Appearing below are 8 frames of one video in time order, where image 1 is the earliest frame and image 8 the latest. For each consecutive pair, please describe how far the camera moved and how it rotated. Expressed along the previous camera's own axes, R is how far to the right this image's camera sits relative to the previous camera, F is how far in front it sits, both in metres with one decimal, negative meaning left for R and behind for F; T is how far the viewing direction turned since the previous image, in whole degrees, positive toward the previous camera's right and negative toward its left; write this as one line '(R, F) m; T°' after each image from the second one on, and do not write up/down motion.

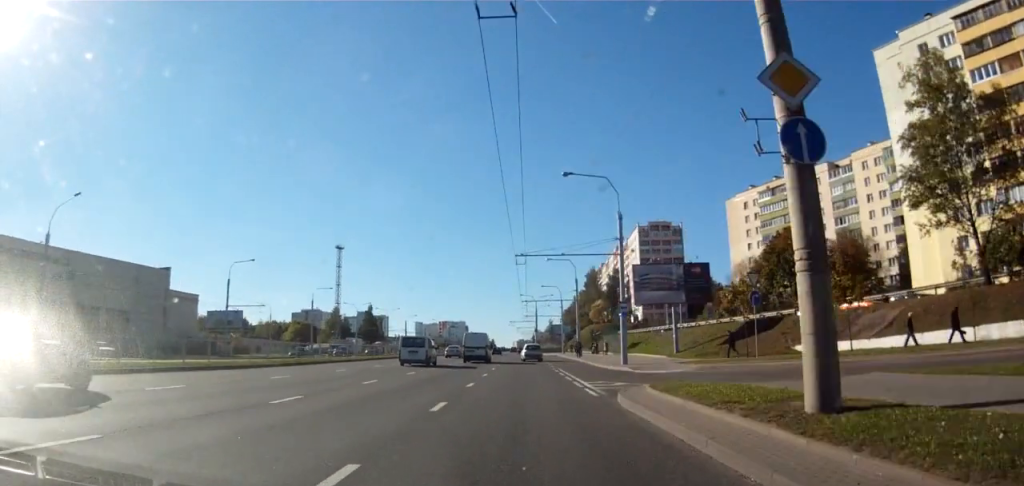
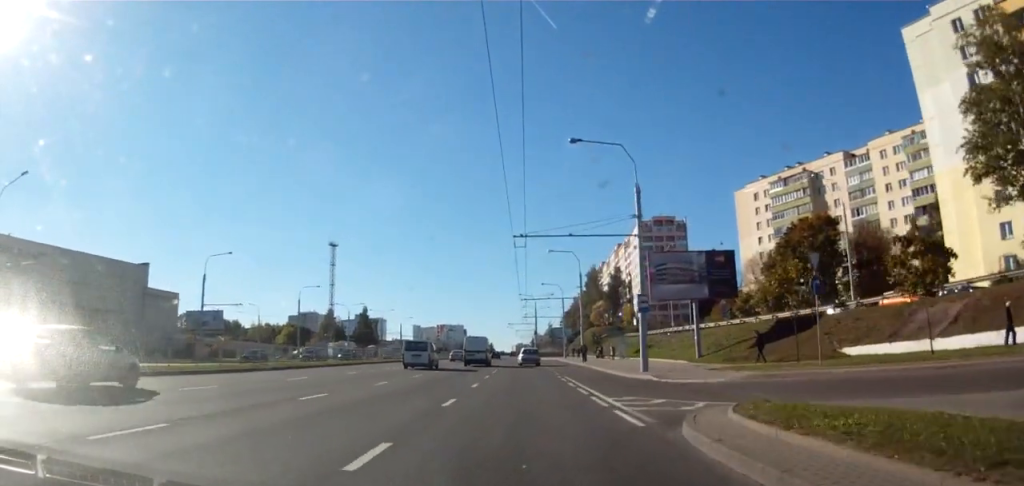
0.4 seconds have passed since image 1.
(+0.1, +6.3) m; +1°
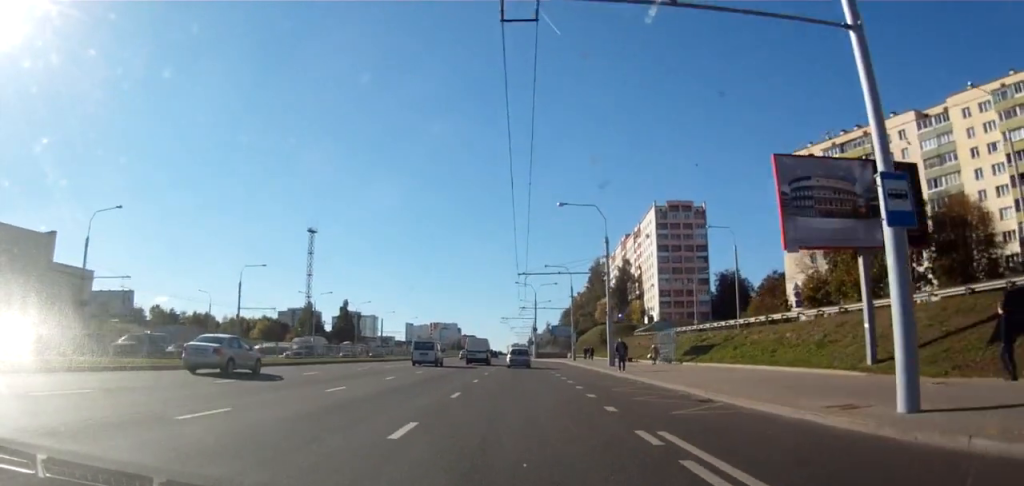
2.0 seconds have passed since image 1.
(+0.1, +21.7) m; 0°
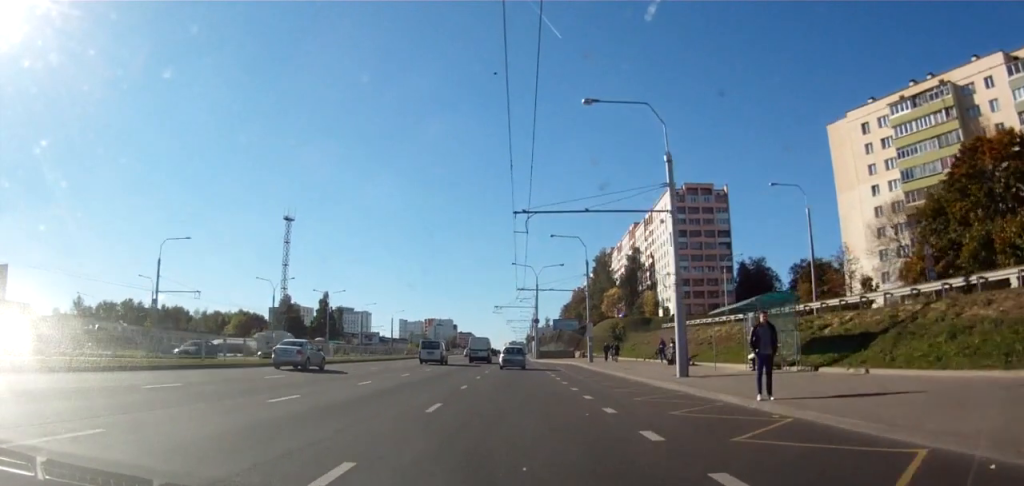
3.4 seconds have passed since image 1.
(+0.1, +19.9) m; +1°
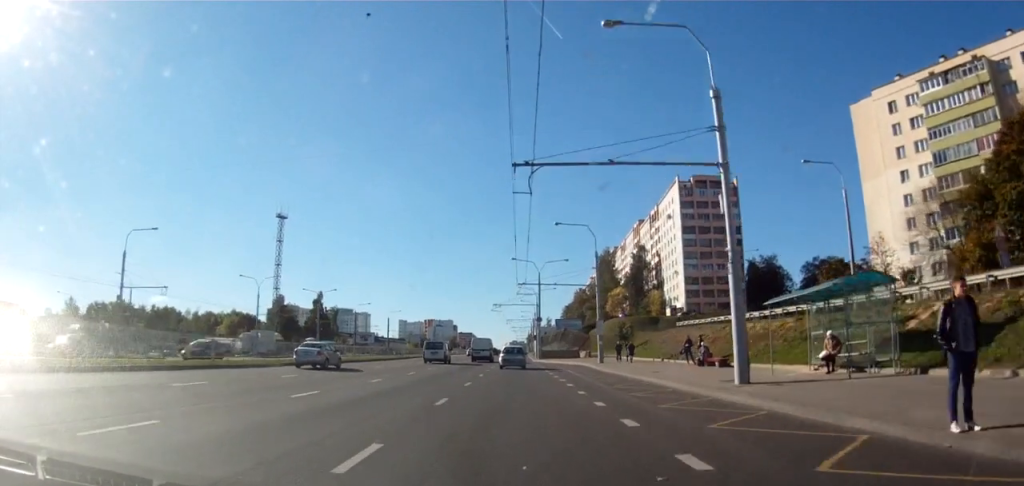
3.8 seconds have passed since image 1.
(+0.2, +6.8) m; 0°
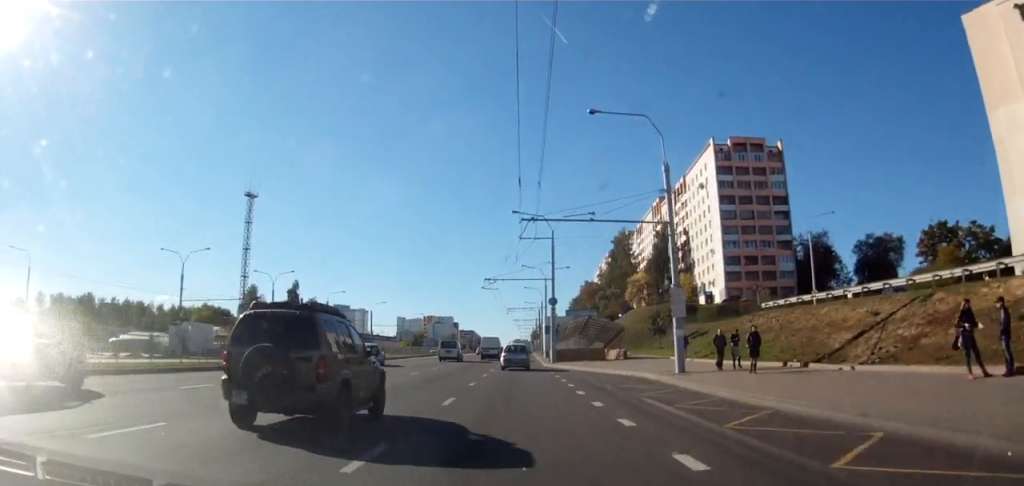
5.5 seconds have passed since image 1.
(-0.5, +23.6) m; 0°
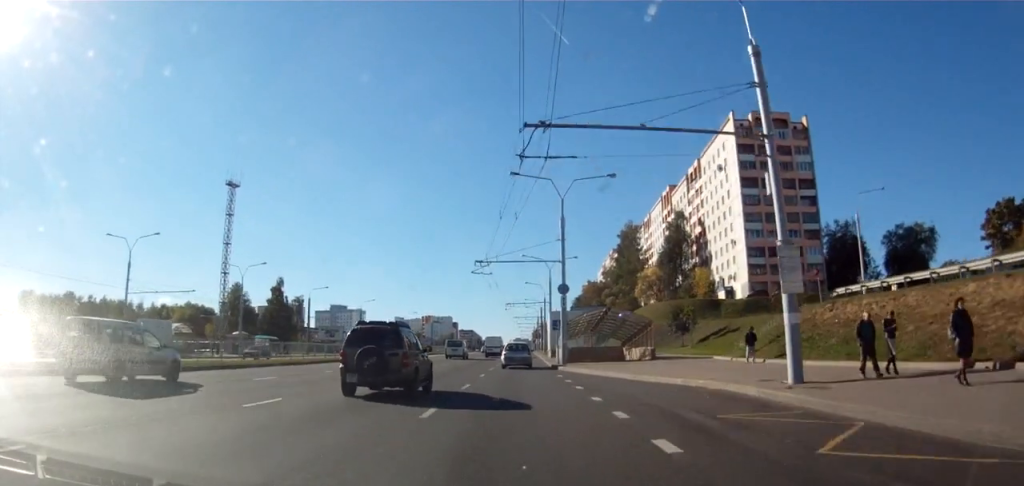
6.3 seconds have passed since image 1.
(+0.1, +11.2) m; 0°
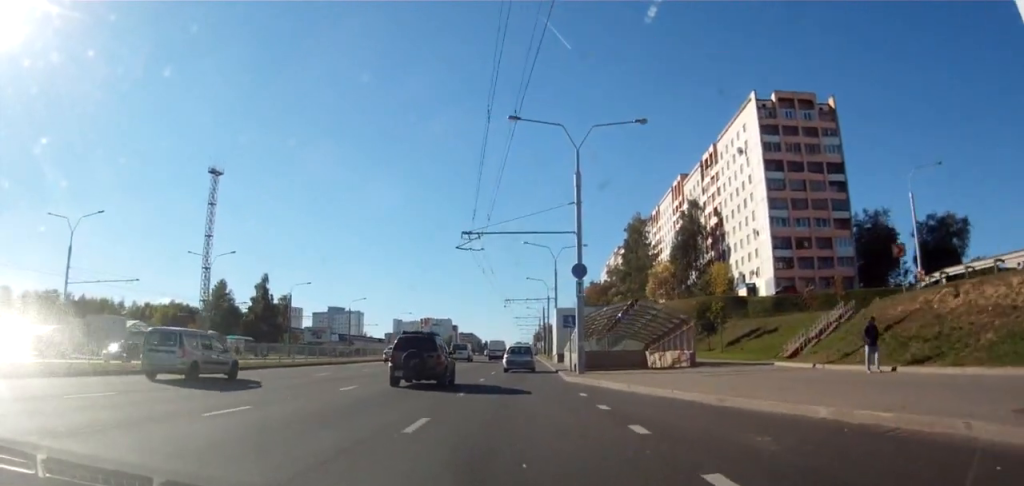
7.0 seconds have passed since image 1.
(0.0, +10.1) m; 0°
